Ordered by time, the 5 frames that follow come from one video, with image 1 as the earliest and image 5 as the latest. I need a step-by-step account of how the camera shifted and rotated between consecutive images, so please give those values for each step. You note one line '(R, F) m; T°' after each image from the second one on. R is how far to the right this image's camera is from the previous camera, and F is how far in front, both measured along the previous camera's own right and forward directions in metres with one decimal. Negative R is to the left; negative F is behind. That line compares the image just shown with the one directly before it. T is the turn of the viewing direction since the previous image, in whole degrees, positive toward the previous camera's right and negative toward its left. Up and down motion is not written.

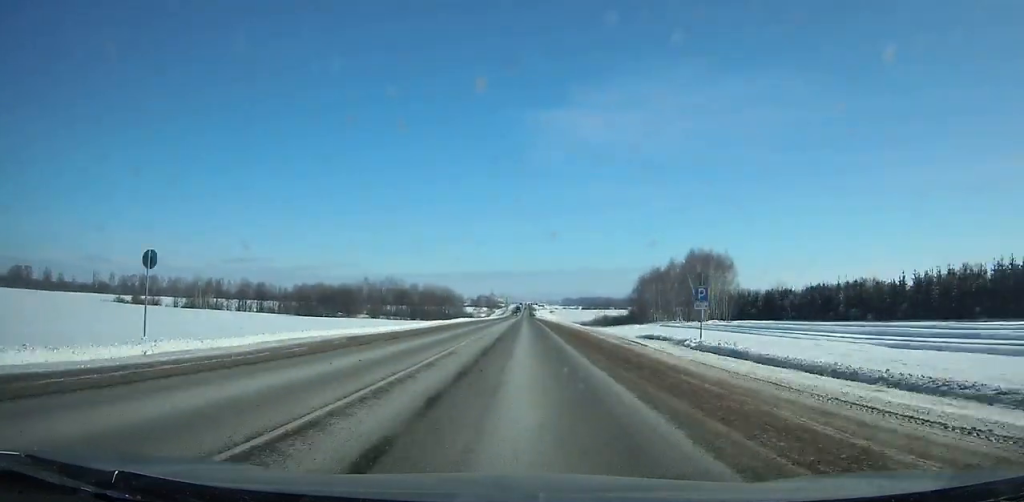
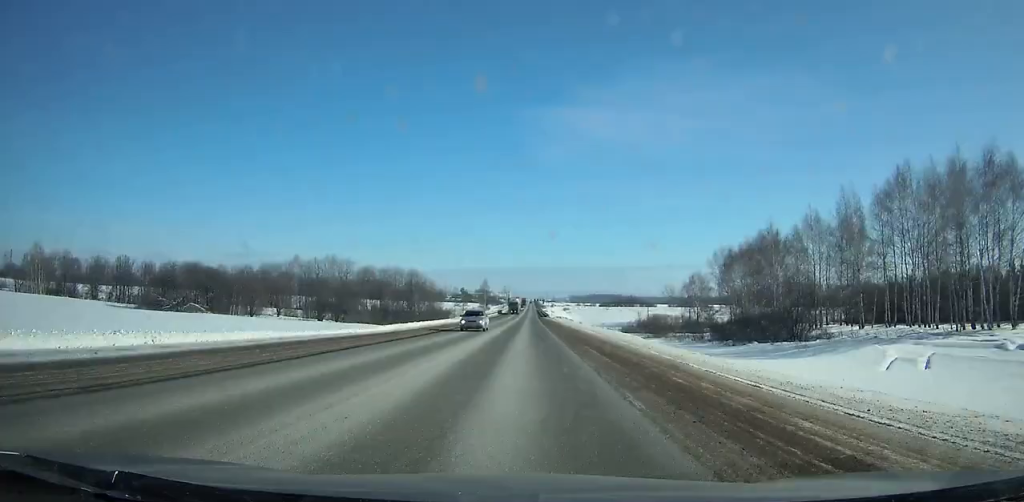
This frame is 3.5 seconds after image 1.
(+0.2, +97.9) m; 0°
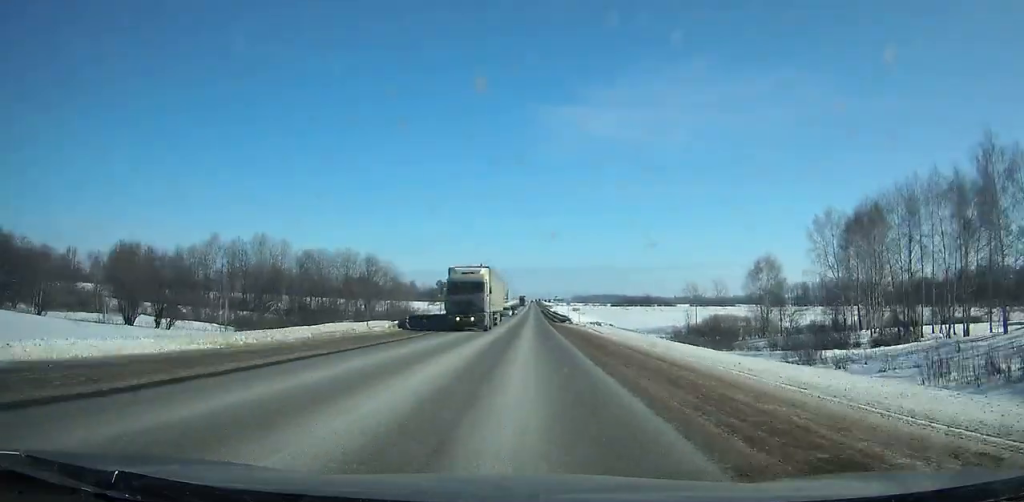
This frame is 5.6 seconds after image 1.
(0.0, +57.8) m; 0°
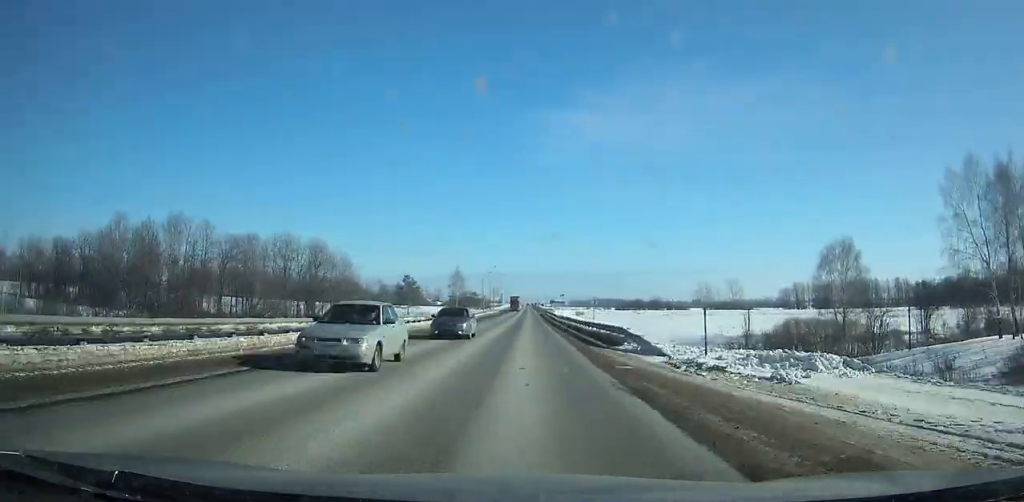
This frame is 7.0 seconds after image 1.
(-0.1, +38.2) m; 0°
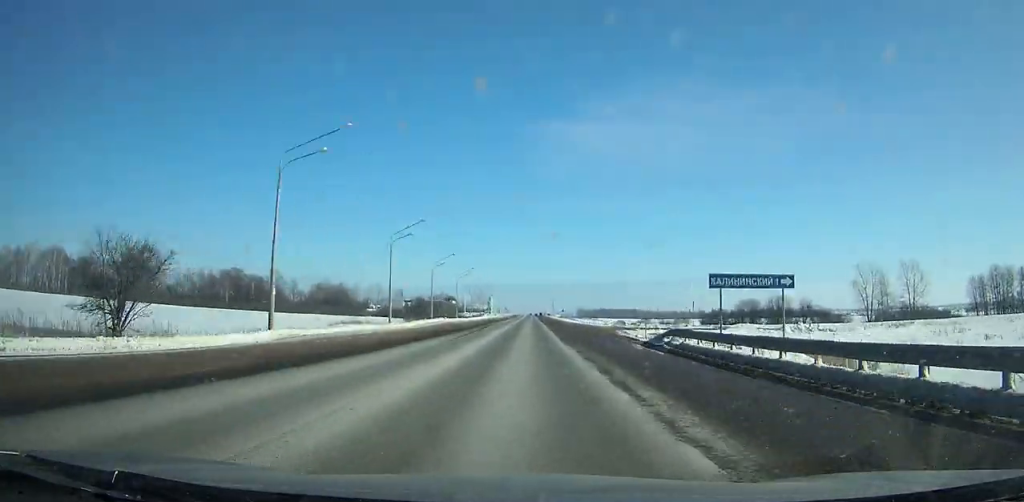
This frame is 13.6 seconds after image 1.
(-0.1, +175.8) m; 0°
